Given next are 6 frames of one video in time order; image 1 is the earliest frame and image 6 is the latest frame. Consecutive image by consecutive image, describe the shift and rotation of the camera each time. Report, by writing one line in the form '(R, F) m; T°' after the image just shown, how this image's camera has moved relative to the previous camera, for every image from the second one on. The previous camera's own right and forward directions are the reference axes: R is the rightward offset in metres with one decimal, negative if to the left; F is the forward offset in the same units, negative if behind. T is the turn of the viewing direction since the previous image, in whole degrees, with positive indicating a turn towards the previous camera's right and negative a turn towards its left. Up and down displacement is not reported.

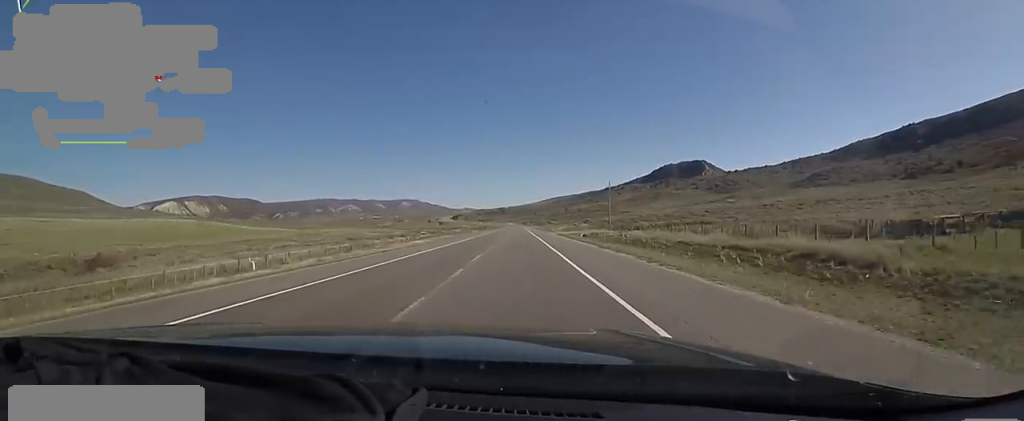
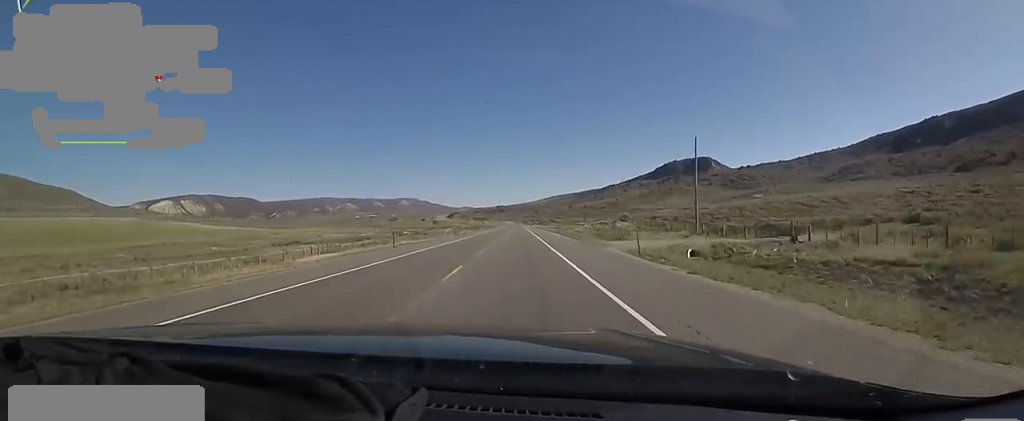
(-1.4, +49.7) m; 0°
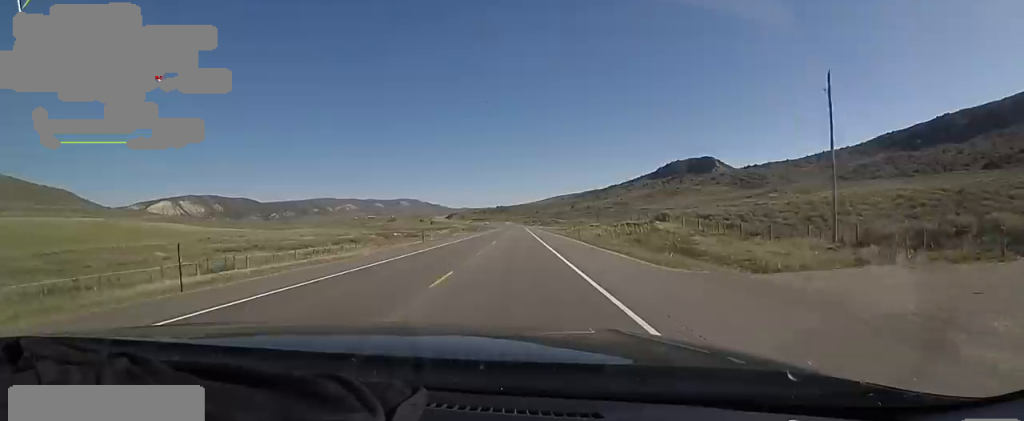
(+0.5, +23.0) m; 0°
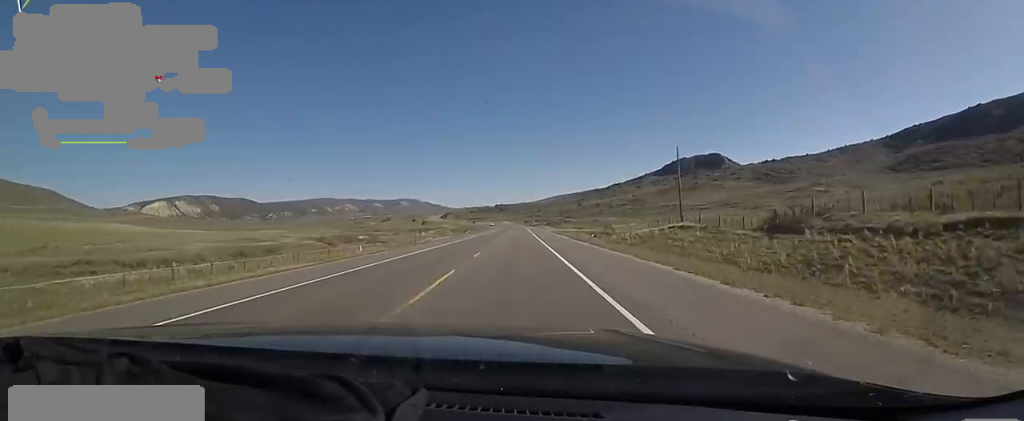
(-0.2, +58.2) m; 0°
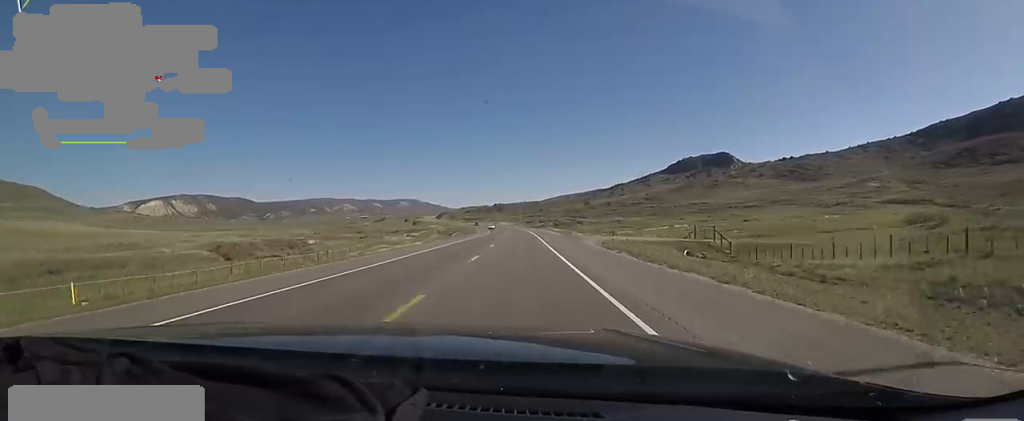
(-0.5, +50.3) m; -2°
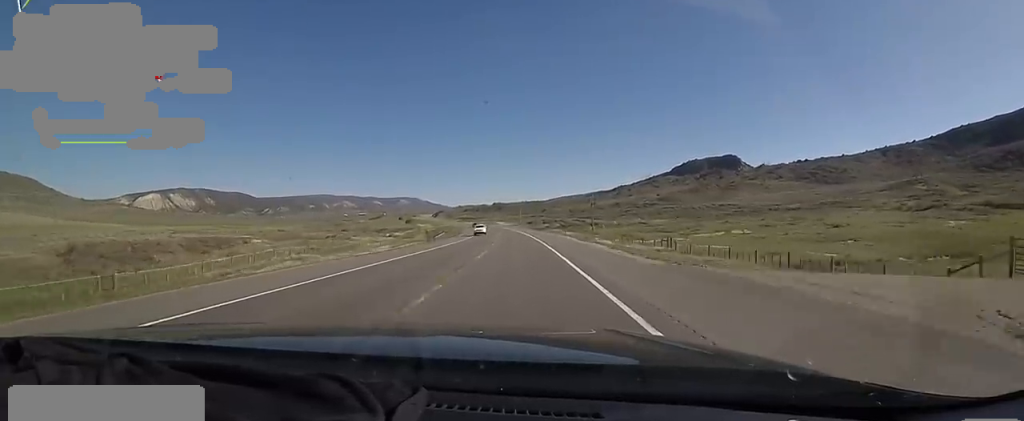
(+0.1, +35.1) m; 0°
